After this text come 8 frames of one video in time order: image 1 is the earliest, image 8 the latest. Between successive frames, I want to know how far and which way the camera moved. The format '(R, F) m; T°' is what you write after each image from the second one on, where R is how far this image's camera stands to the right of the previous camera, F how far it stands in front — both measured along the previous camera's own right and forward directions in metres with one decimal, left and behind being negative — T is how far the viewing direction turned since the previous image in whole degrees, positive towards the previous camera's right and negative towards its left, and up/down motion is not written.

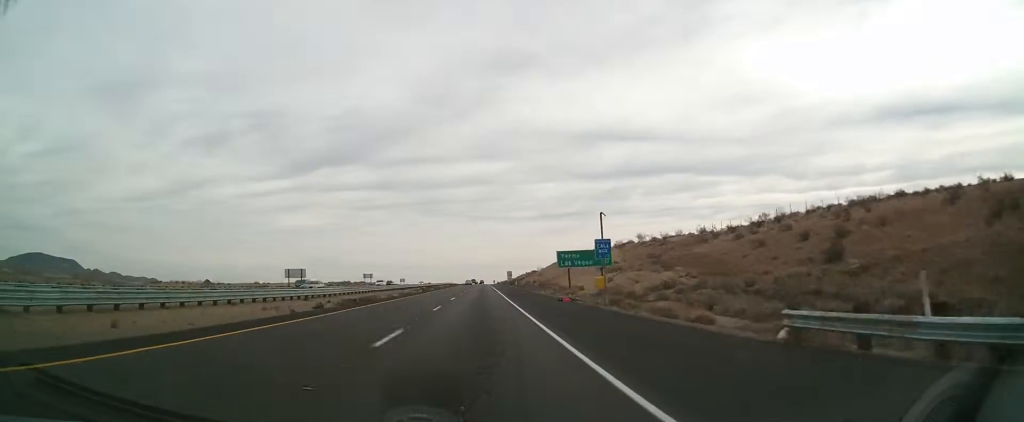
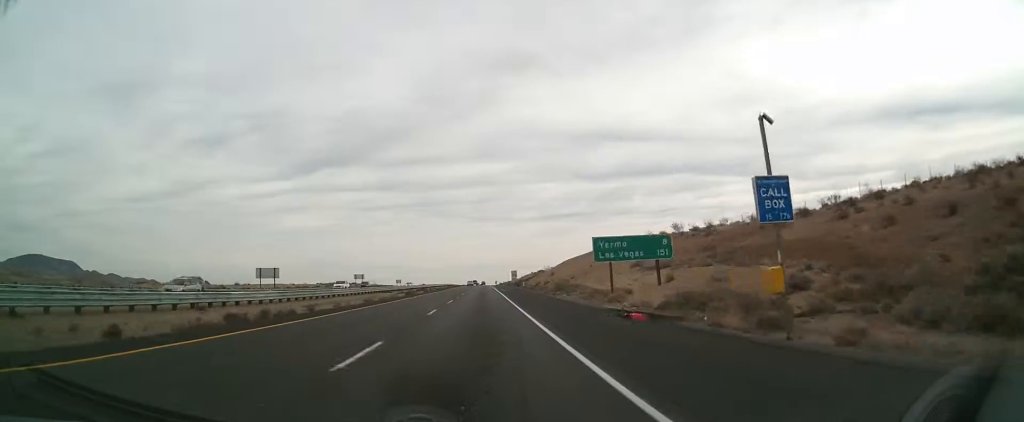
(0.0, +17.9) m; 0°
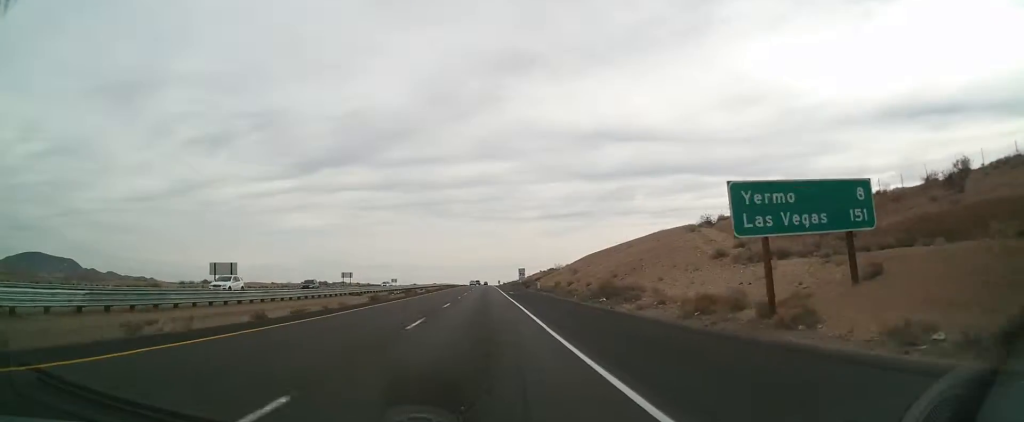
(0.0, +21.1) m; 0°
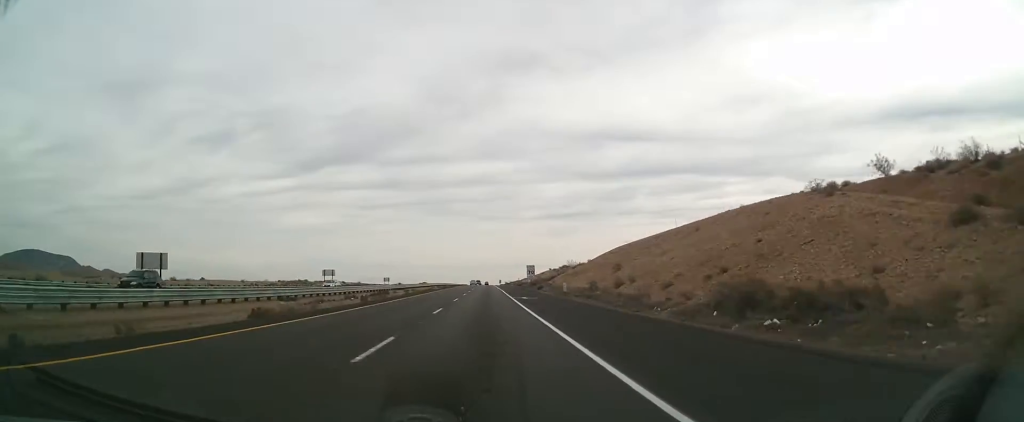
(0.0, +22.0) m; -1°
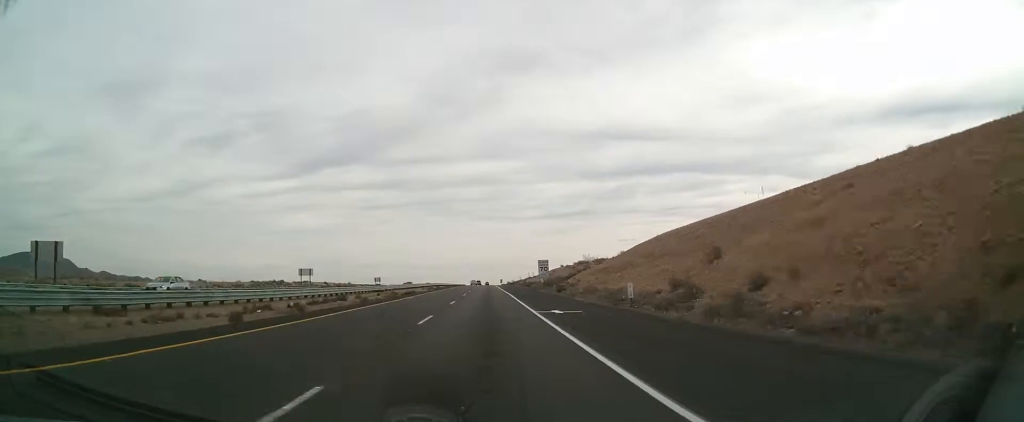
(-0.2, +20.9) m; 0°
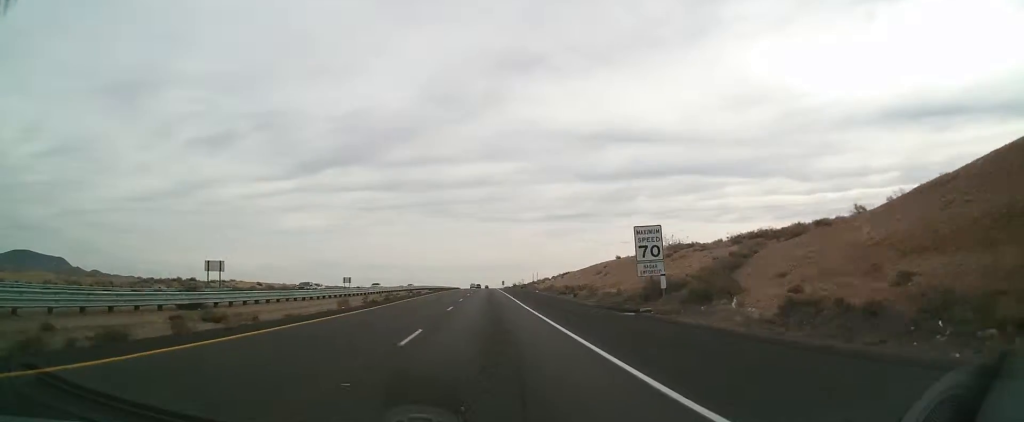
(+0.4, +48.9) m; +1°
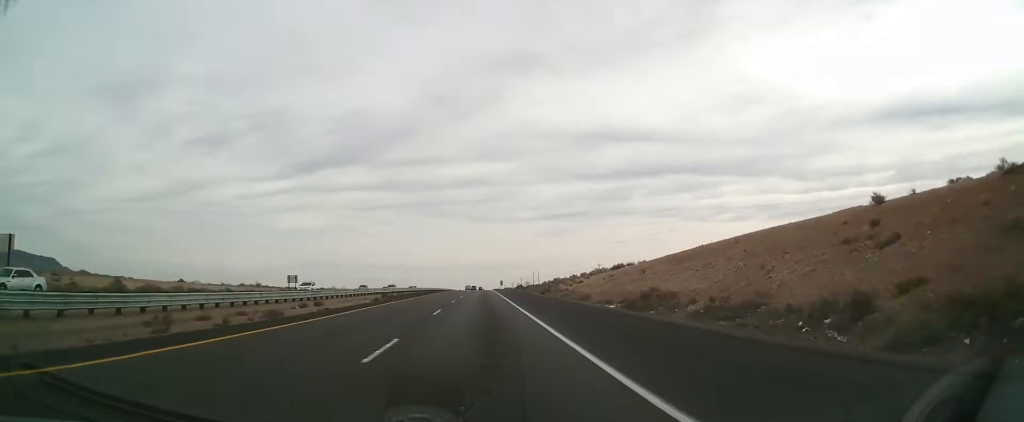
(+0.1, +46.5) m; 0°
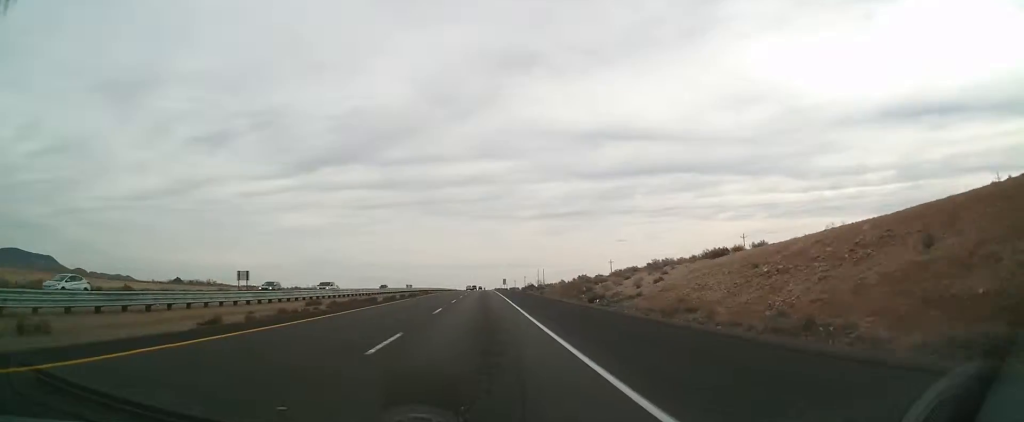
(0.0, +27.9) m; -1°
